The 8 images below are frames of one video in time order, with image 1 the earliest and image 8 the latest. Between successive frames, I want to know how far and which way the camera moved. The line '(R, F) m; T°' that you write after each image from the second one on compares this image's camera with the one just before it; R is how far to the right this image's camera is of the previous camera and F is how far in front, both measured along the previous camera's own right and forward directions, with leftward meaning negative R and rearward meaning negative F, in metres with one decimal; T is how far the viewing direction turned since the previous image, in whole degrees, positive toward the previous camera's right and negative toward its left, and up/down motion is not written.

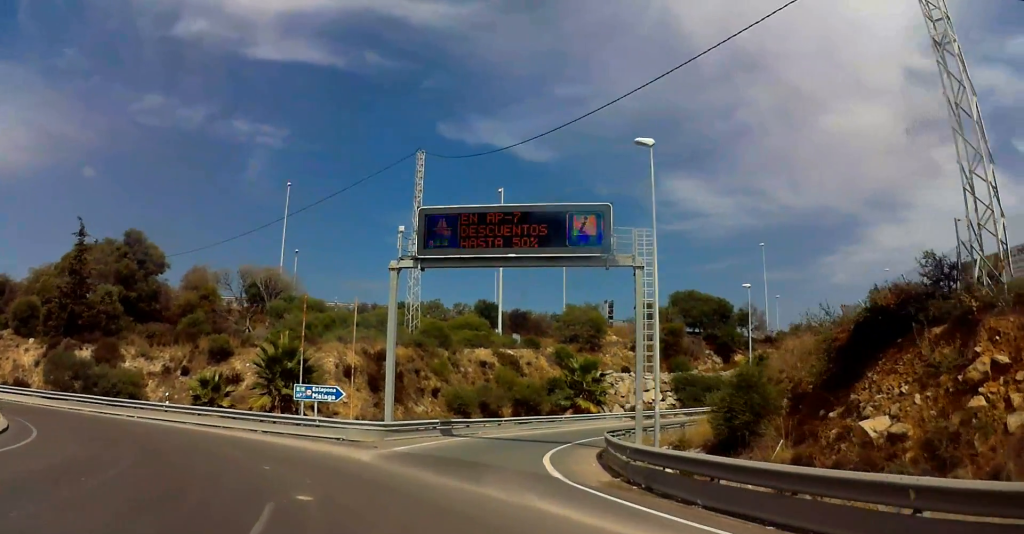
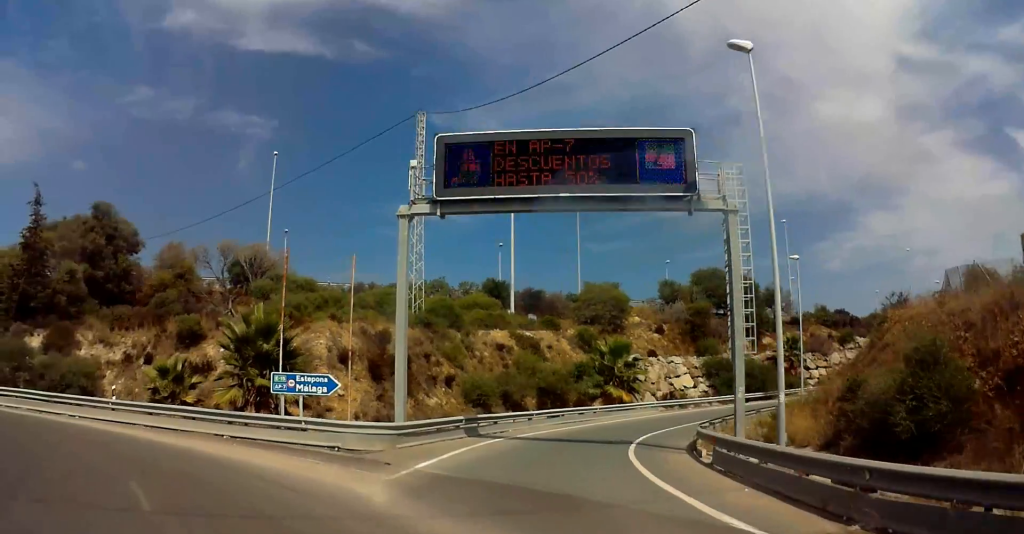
(+1.2, +6.9) m; +9°
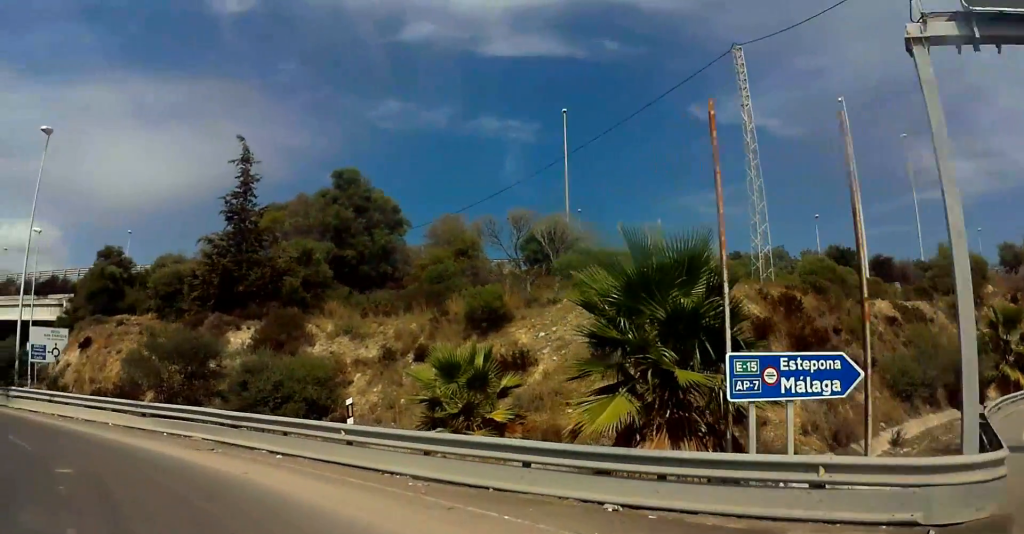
(-1.6, +11.0) m; -25°
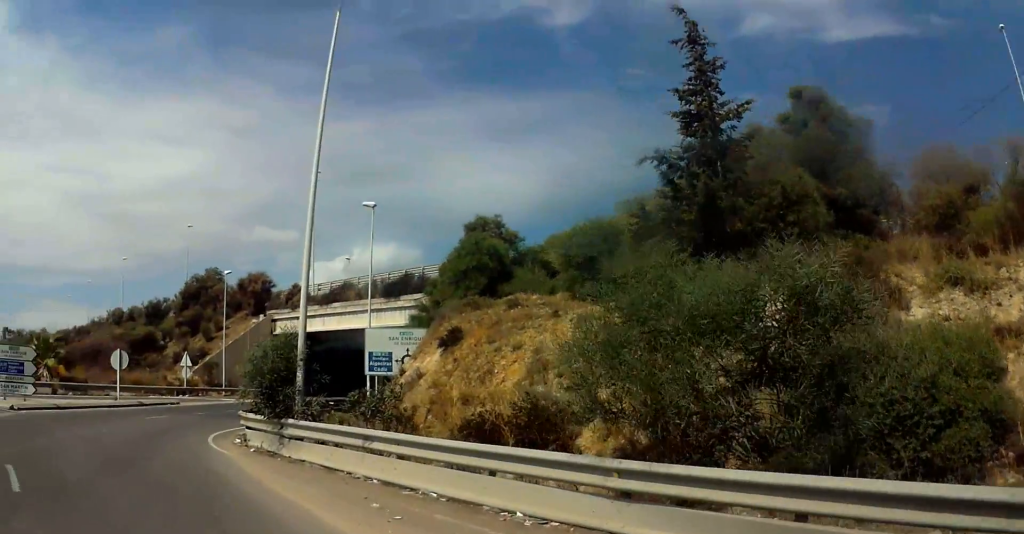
(-3.6, +11.4) m; -43°
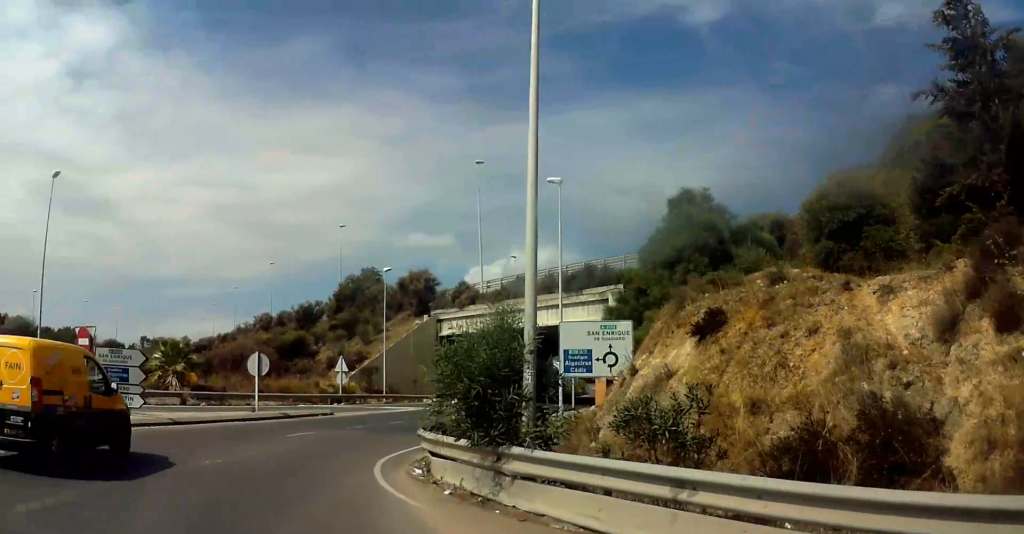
(-1.3, +5.1) m; -26°
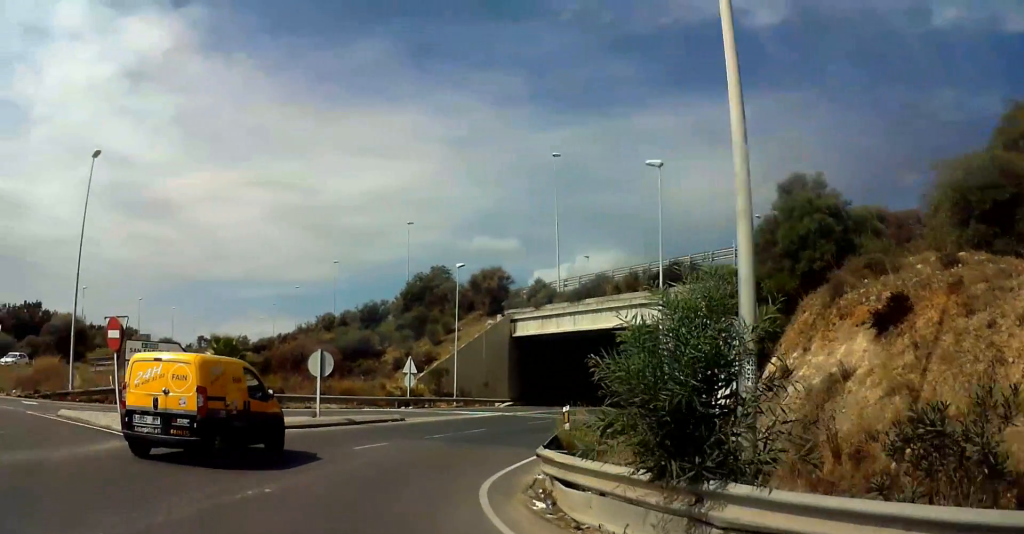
(-0.6, +3.0) m; 0°
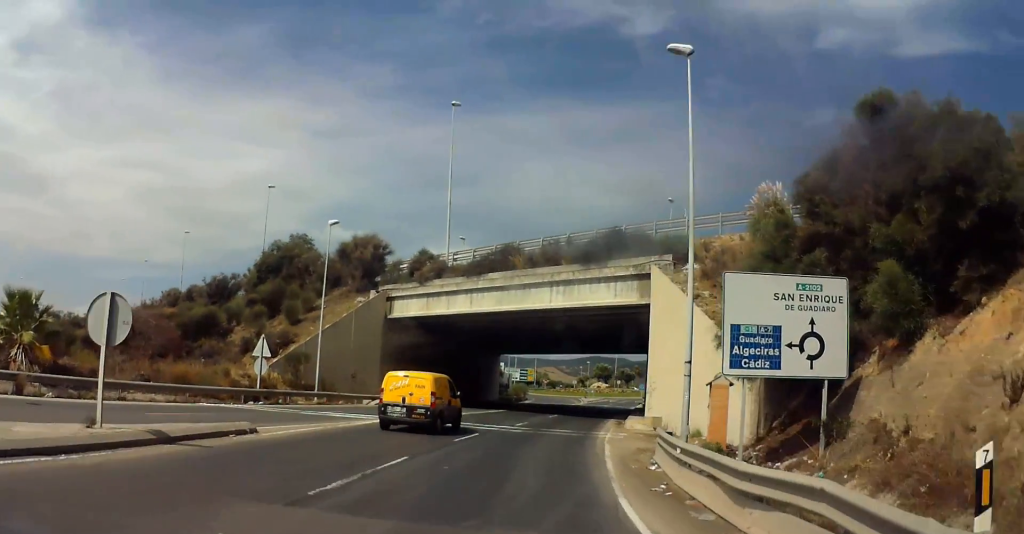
(+0.9, +12.3) m; +23°
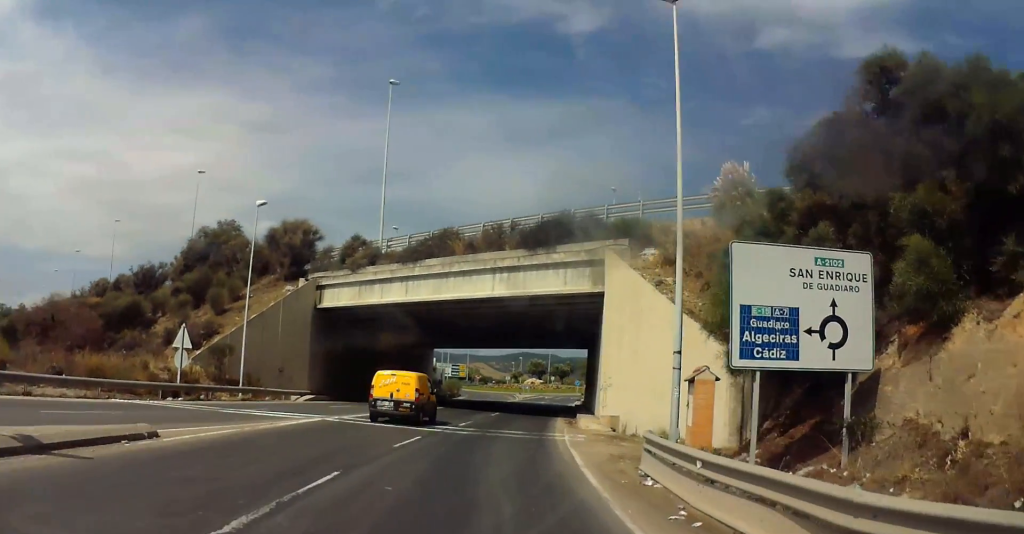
(+0.7, +3.2) m; +9°
